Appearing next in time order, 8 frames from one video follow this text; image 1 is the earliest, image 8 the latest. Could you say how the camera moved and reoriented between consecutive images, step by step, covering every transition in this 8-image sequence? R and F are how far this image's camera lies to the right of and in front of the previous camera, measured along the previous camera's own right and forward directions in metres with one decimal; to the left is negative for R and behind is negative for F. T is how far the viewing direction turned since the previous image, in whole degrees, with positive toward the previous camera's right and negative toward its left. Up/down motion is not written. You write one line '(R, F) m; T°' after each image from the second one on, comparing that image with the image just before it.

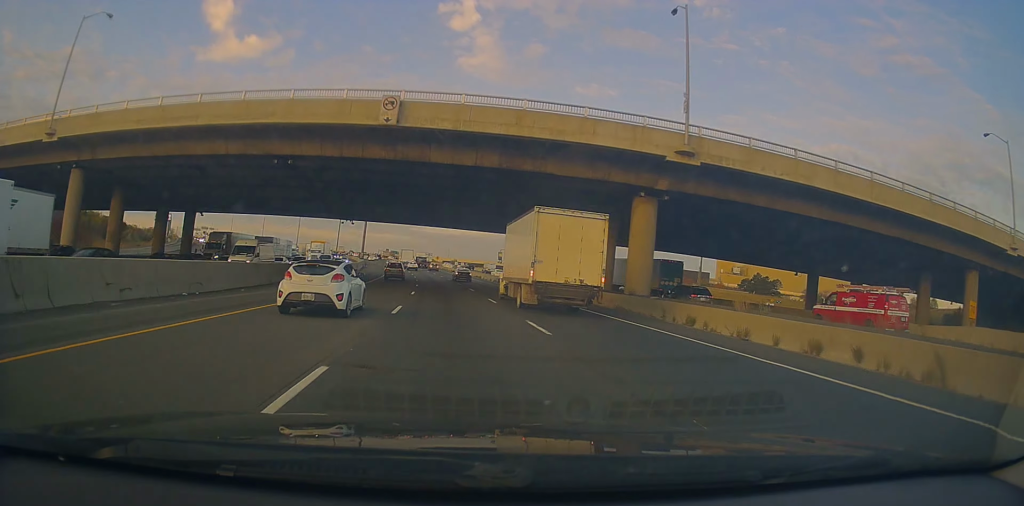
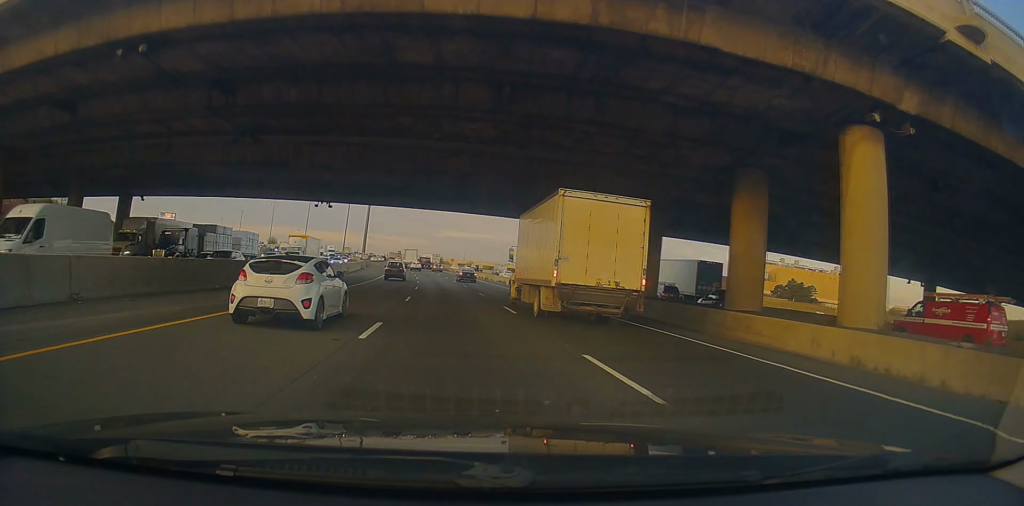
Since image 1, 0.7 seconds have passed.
(0.0, +18.5) m; -1°
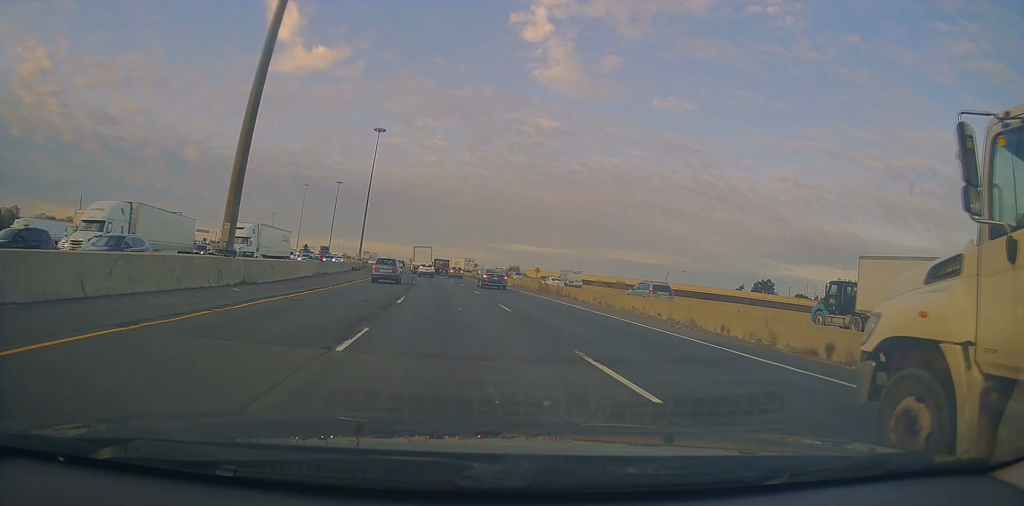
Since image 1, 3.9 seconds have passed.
(-6.0, +84.9) m; -8°
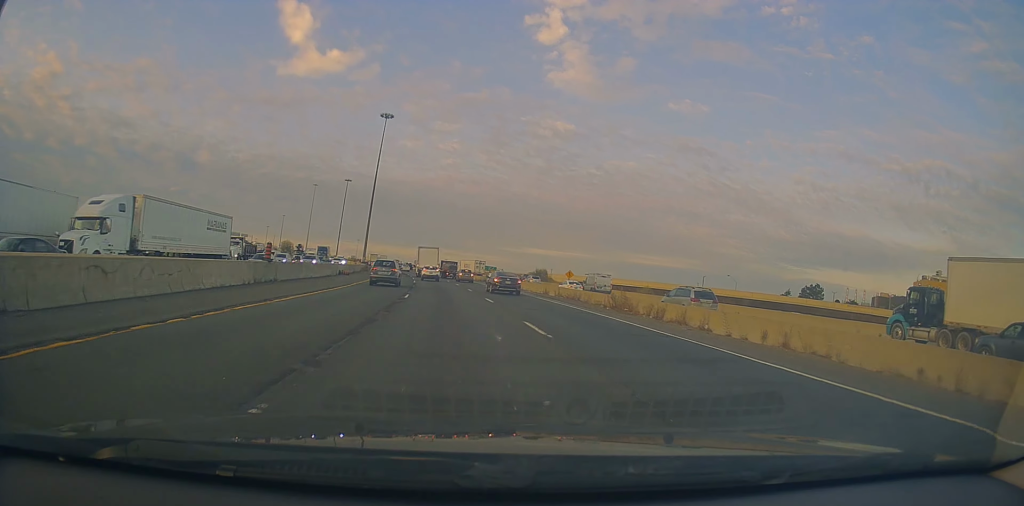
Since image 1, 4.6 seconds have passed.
(-0.1, +17.7) m; -3°
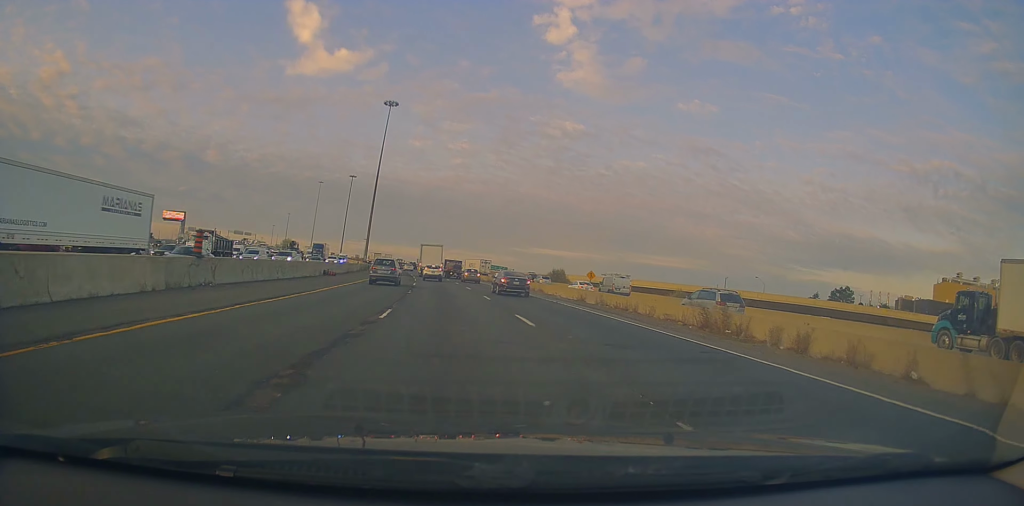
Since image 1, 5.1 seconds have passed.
(-0.6, +9.9) m; -2°
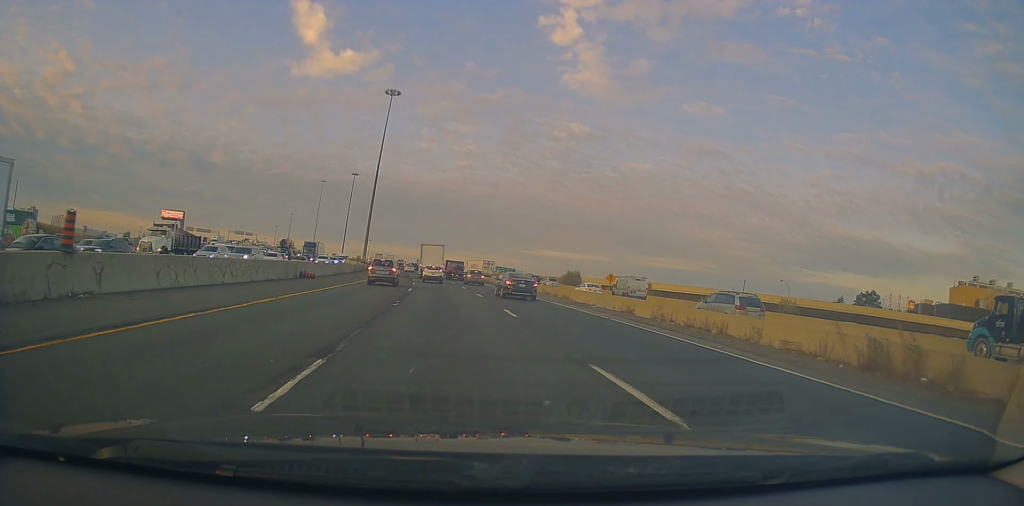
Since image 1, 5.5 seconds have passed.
(-0.2, +8.7) m; -1°
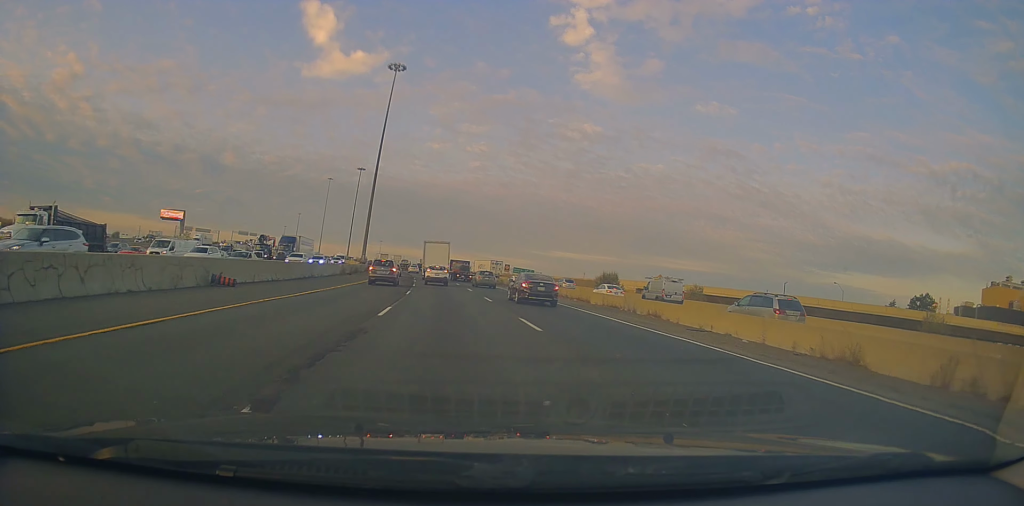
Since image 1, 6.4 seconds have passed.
(+0.1, +15.2) m; 0°
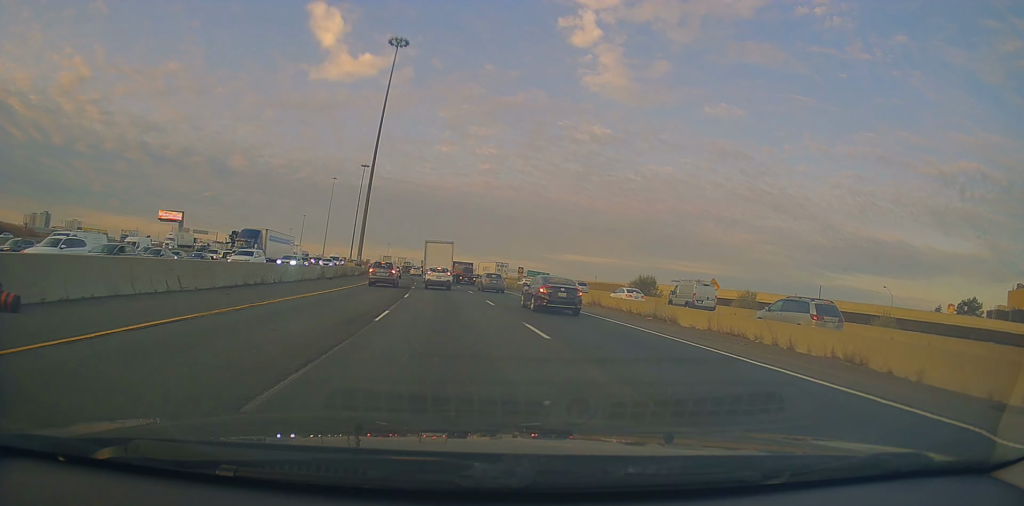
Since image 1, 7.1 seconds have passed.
(-0.2, +12.0) m; -1°
